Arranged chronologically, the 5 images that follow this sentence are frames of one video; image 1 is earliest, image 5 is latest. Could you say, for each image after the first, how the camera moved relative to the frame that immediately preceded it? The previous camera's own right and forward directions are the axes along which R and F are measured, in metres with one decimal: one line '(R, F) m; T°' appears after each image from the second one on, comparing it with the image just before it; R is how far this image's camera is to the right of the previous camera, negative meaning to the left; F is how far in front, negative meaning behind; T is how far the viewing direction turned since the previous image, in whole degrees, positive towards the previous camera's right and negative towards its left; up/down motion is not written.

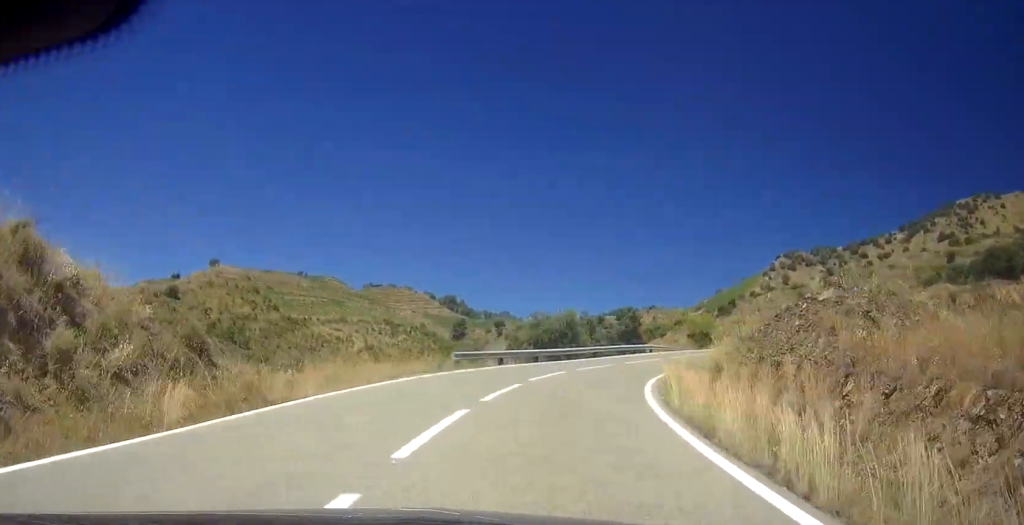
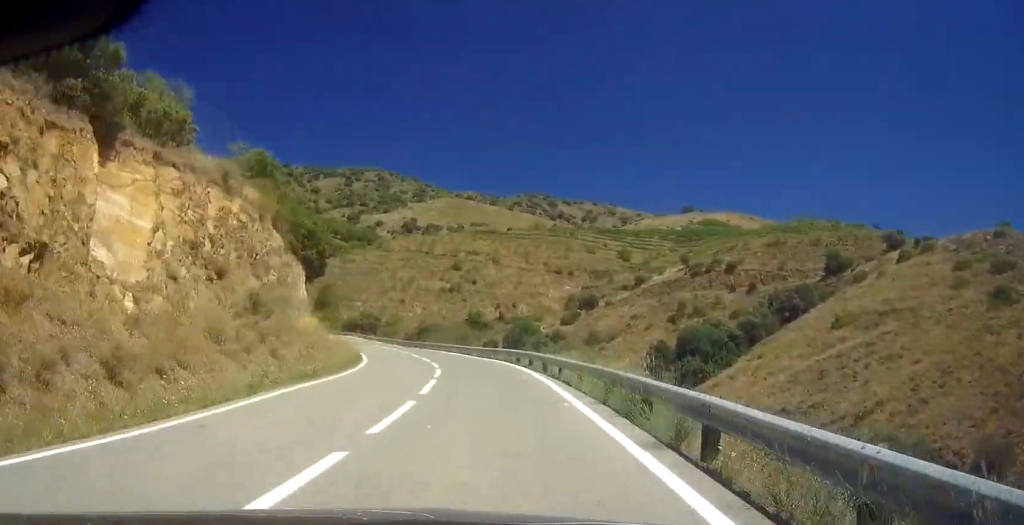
(+91.9, +115.9) m; +44°
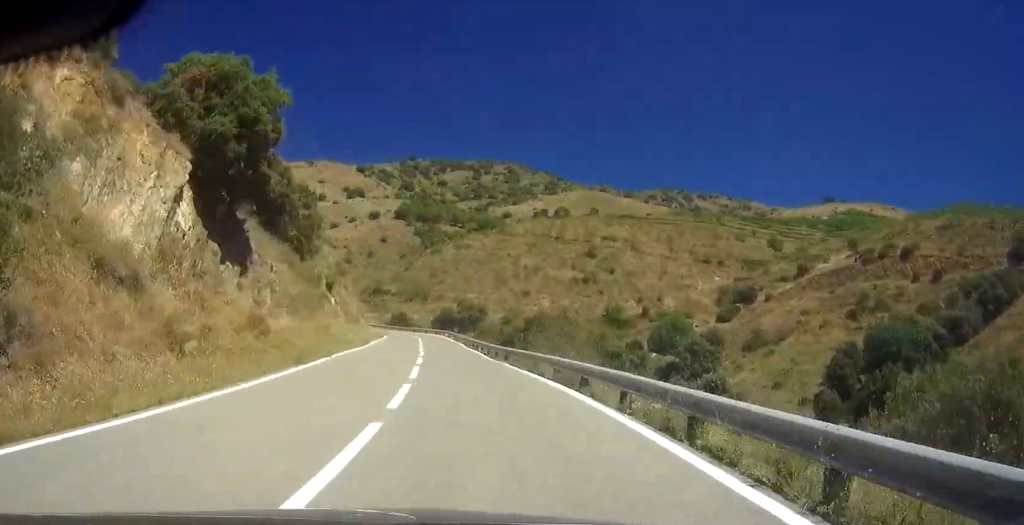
(-3.7, +40.1) m; -10°
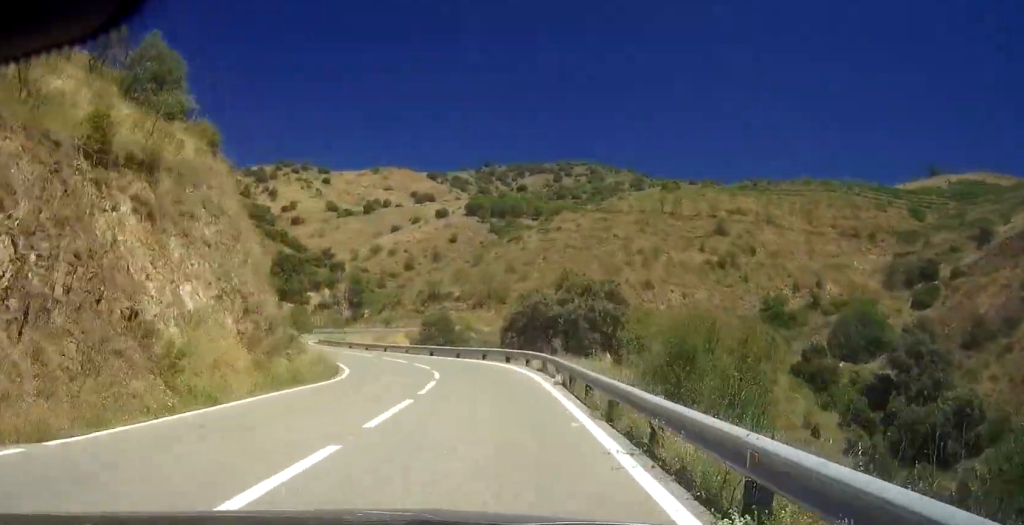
(-7.3, +55.9) m; -10°
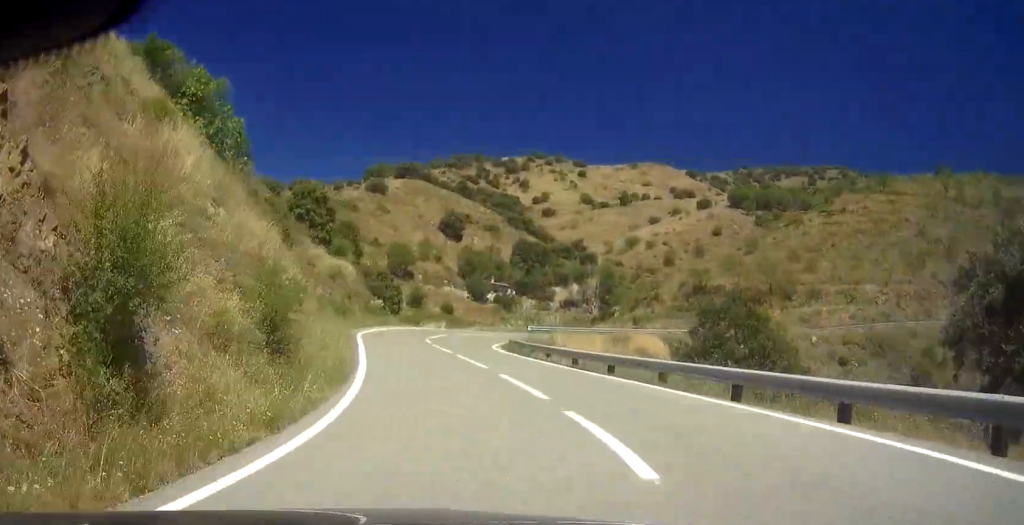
(-1.2, +31.3) m; +6°
